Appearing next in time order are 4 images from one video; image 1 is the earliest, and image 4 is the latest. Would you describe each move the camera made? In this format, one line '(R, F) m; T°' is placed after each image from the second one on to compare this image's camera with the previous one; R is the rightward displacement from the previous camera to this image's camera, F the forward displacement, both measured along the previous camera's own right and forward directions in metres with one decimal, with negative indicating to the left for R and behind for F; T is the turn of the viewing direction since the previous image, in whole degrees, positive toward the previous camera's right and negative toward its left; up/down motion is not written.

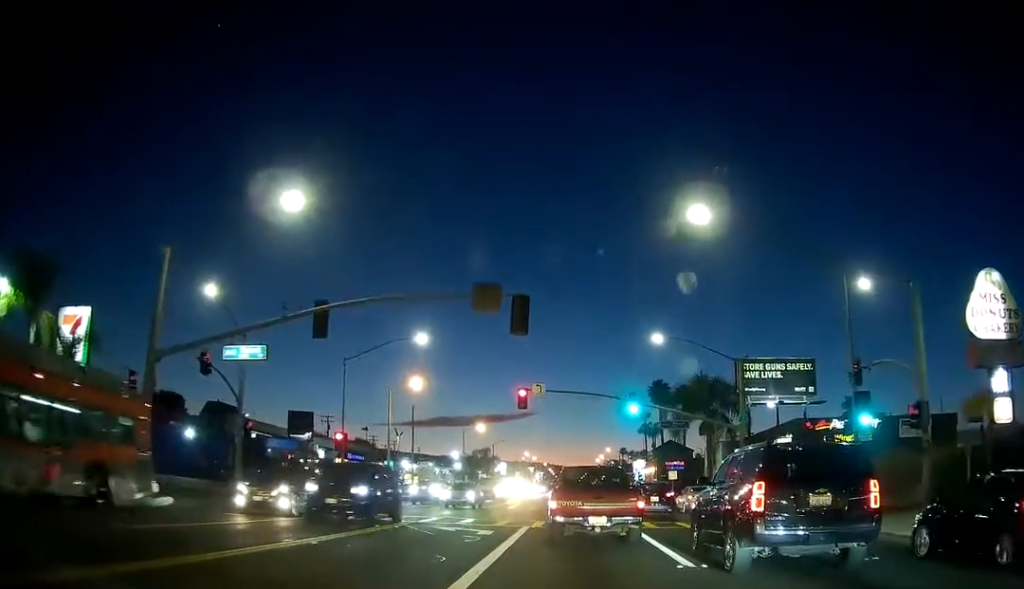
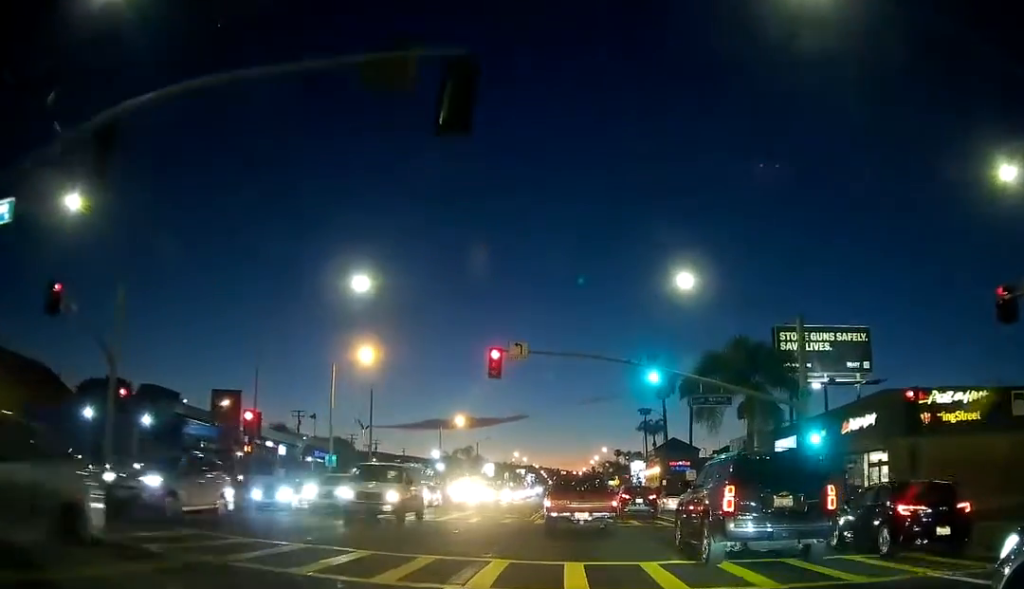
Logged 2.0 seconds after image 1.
(0.0, +13.7) m; 0°
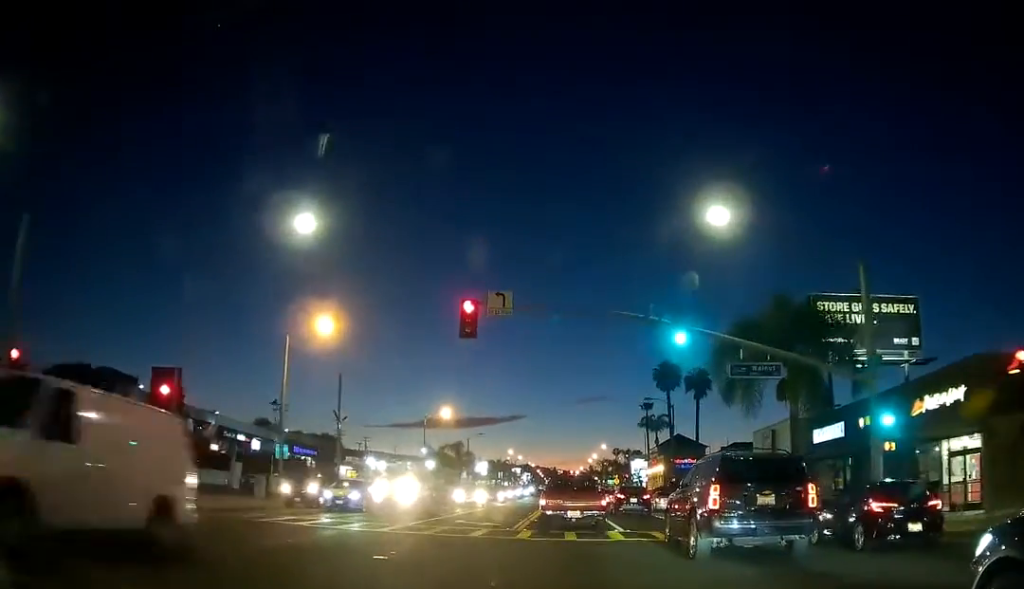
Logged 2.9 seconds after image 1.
(0.0, +7.9) m; 0°
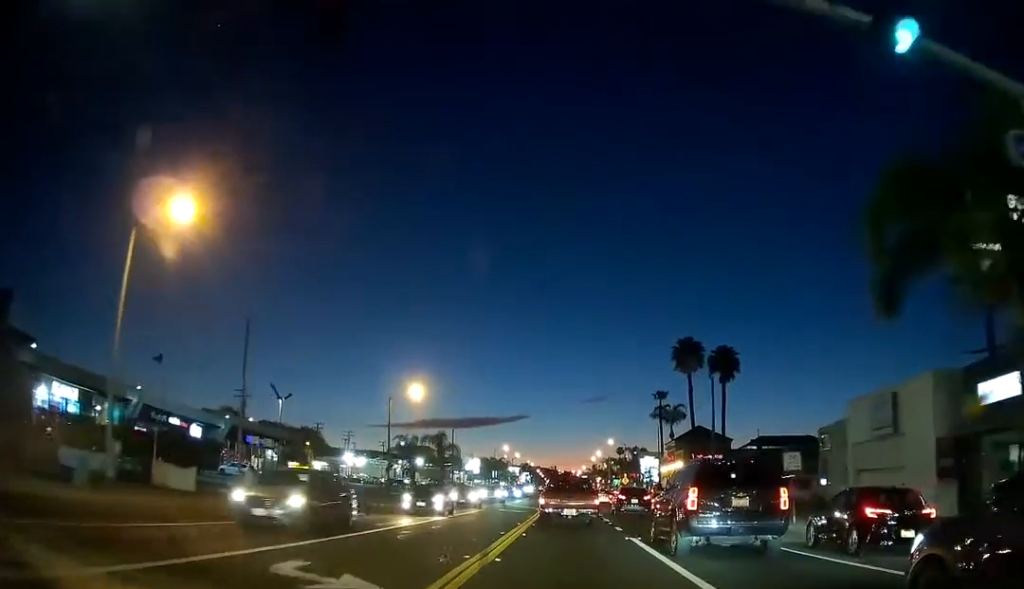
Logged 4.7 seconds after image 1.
(0.0, +16.3) m; +1°
